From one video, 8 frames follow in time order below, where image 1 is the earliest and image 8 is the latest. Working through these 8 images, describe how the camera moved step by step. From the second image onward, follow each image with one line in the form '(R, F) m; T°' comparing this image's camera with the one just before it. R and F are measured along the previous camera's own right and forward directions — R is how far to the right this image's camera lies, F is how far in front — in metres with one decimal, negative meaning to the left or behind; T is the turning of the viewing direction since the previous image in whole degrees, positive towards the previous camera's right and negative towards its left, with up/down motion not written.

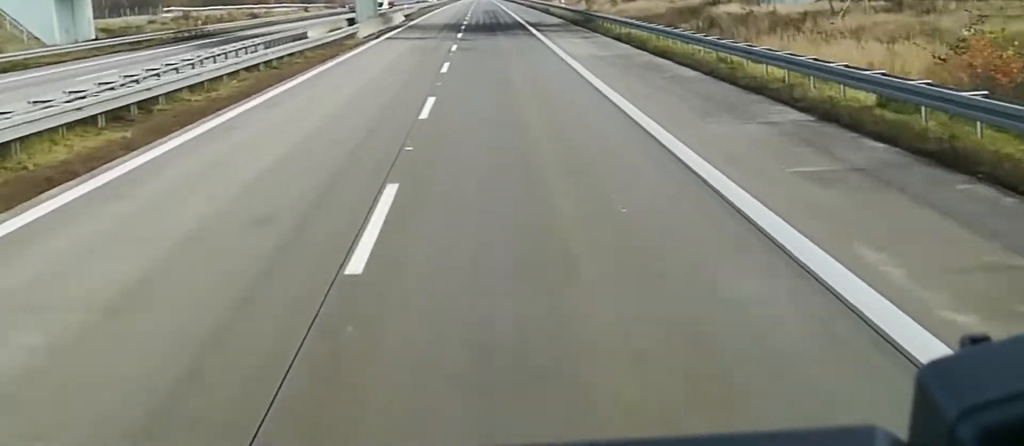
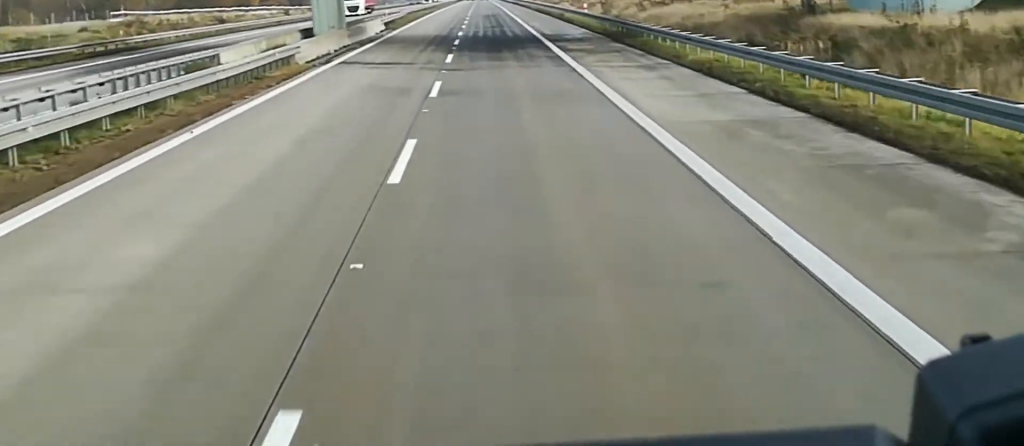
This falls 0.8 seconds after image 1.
(+0.3, +19.3) m; +1°
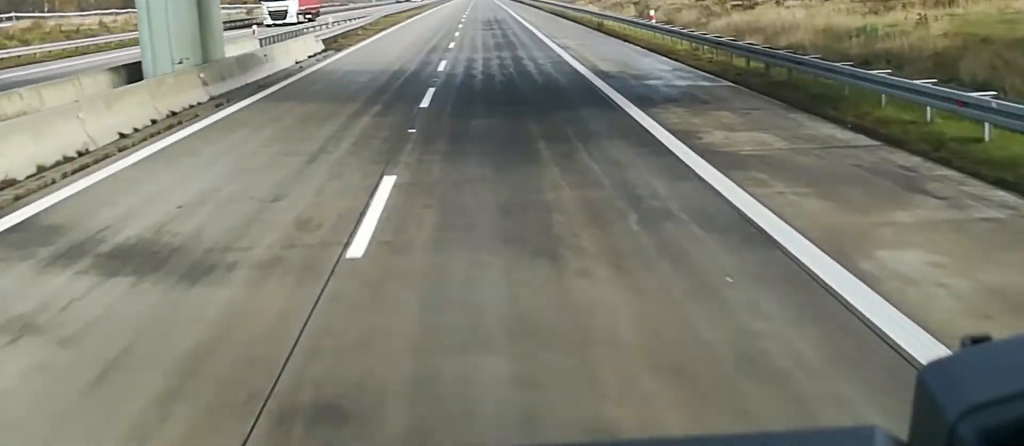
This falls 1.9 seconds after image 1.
(+0.2, +28.5) m; -1°
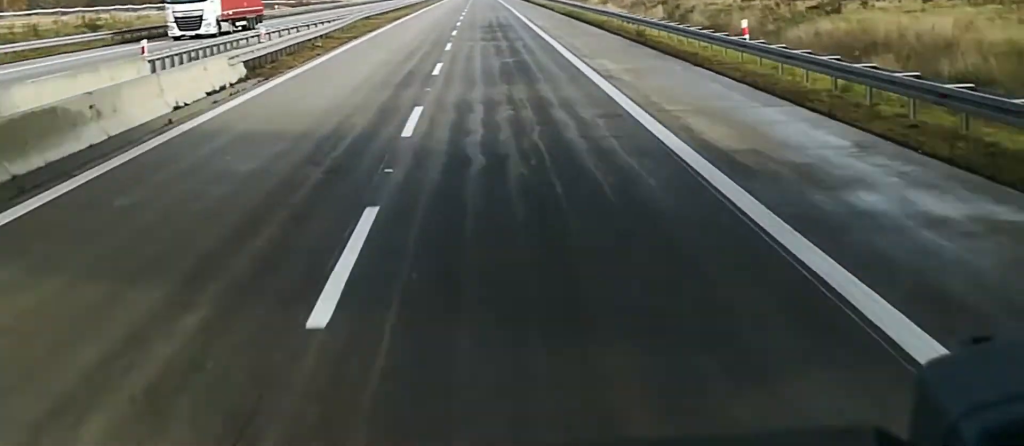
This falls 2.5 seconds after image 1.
(-0.4, +15.1) m; 0°
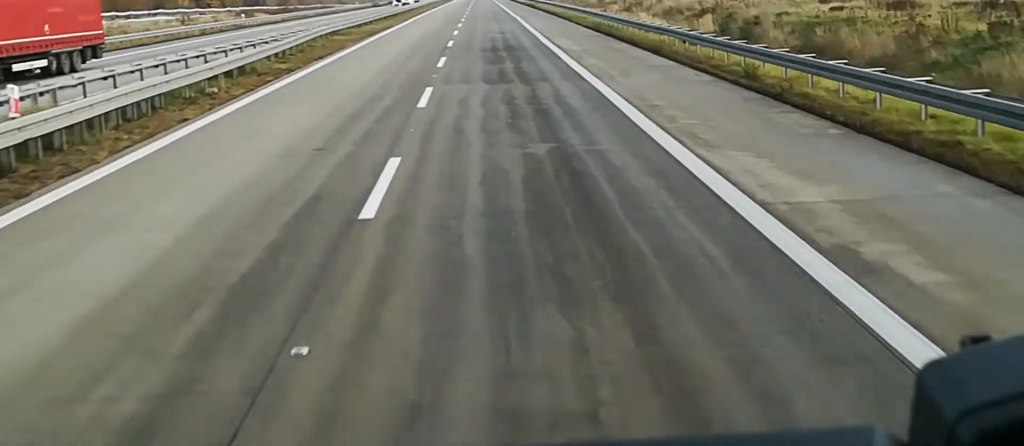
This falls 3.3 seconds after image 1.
(-0.1, +19.3) m; 0°
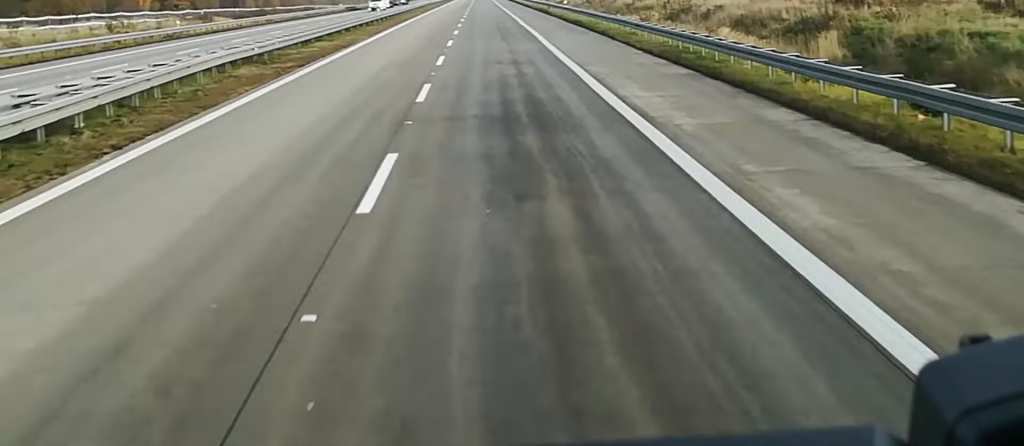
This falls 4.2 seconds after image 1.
(+0.3, +22.7) m; 0°
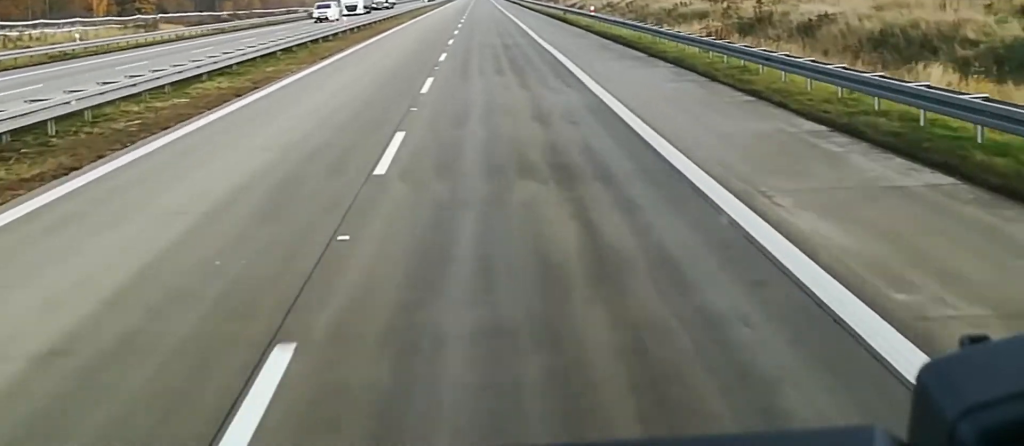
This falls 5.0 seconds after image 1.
(-0.3, +21.0) m; 0°
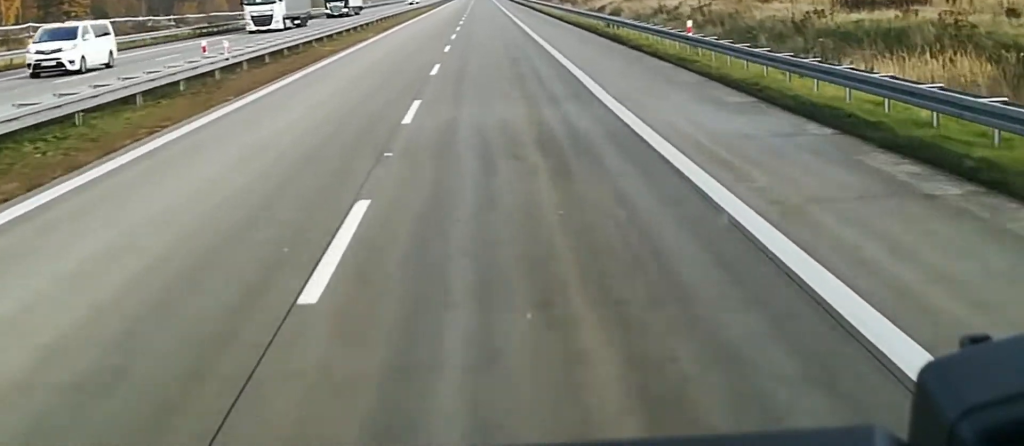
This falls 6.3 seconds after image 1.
(+0.2, +31.0) m; 0°
